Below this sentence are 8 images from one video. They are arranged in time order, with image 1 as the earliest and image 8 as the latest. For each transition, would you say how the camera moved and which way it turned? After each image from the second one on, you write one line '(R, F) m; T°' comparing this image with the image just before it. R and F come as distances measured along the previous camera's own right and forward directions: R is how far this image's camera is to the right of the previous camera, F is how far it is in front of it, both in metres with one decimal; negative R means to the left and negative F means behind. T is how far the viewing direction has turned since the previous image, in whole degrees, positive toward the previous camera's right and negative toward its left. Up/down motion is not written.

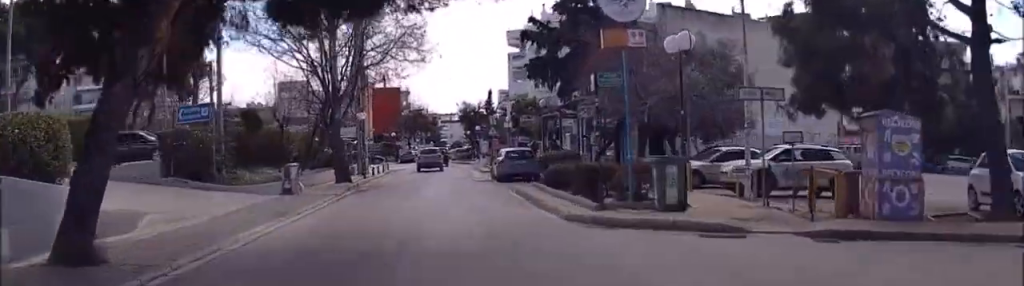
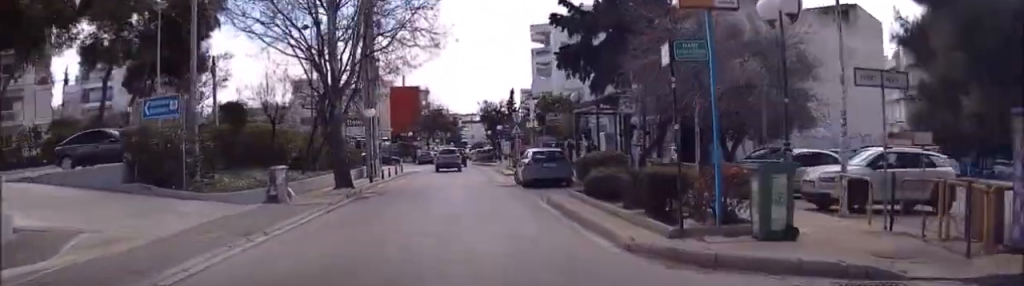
(0.0, +3.9) m; -2°
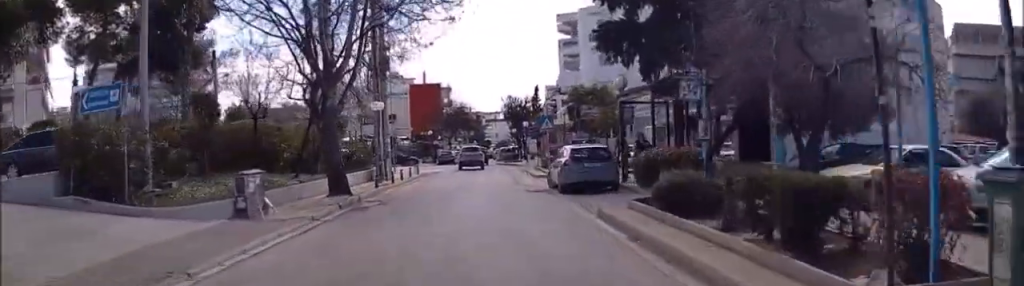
(-0.1, +4.4) m; -2°
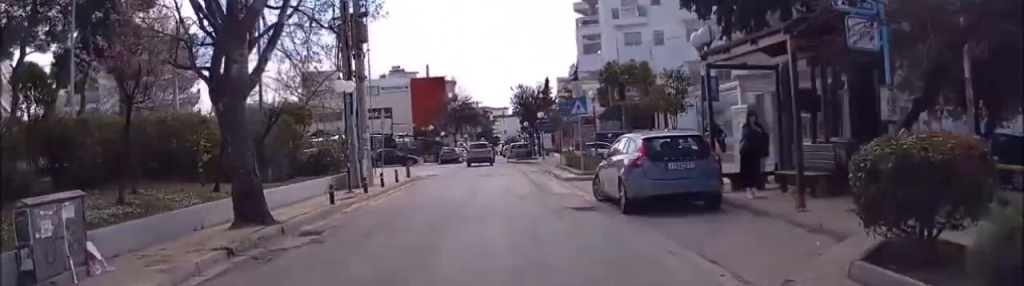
(-0.3, +7.7) m; -2°
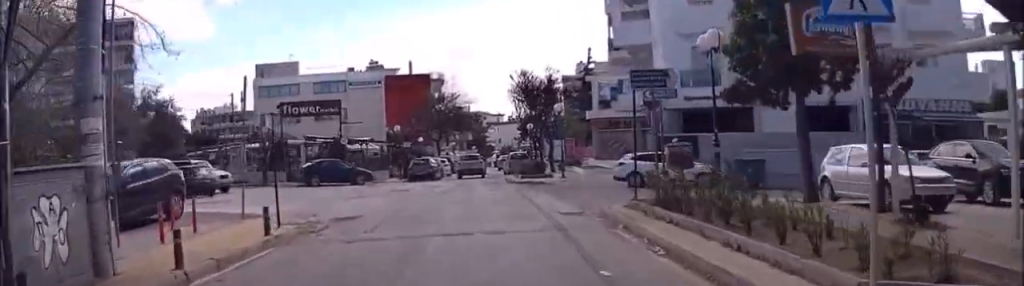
(-0.2, +18.0) m; -1°
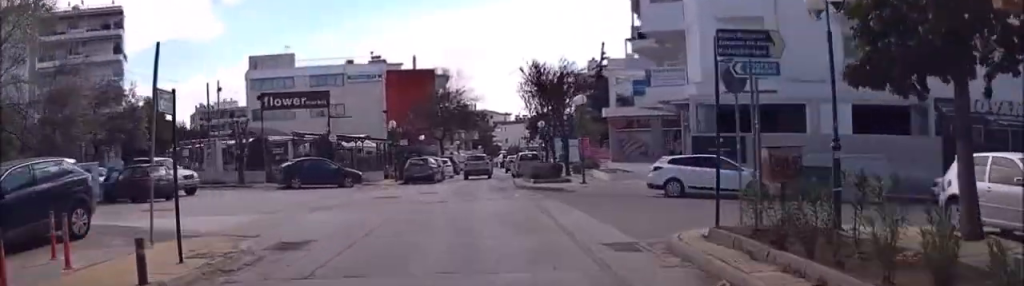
(0.0, +4.6) m; -1°
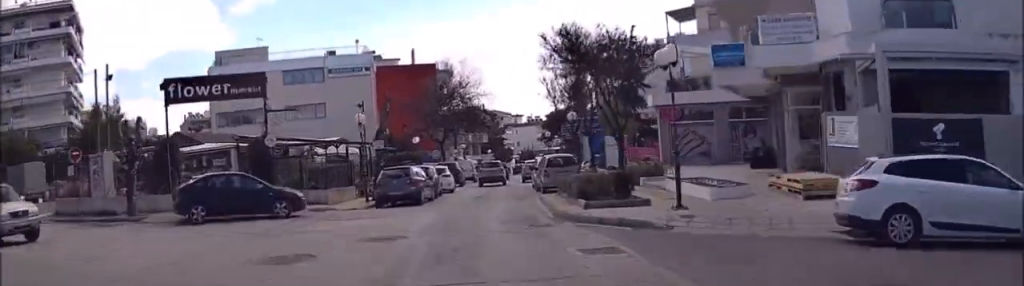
(-0.2, +12.1) m; 0°
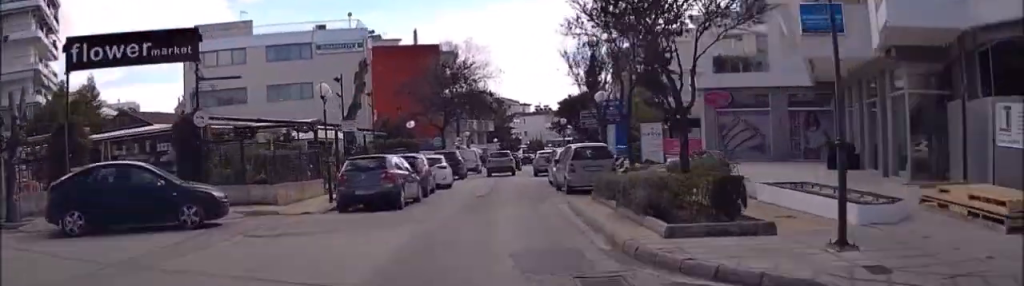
(+0.1, +6.9) m; +1°
